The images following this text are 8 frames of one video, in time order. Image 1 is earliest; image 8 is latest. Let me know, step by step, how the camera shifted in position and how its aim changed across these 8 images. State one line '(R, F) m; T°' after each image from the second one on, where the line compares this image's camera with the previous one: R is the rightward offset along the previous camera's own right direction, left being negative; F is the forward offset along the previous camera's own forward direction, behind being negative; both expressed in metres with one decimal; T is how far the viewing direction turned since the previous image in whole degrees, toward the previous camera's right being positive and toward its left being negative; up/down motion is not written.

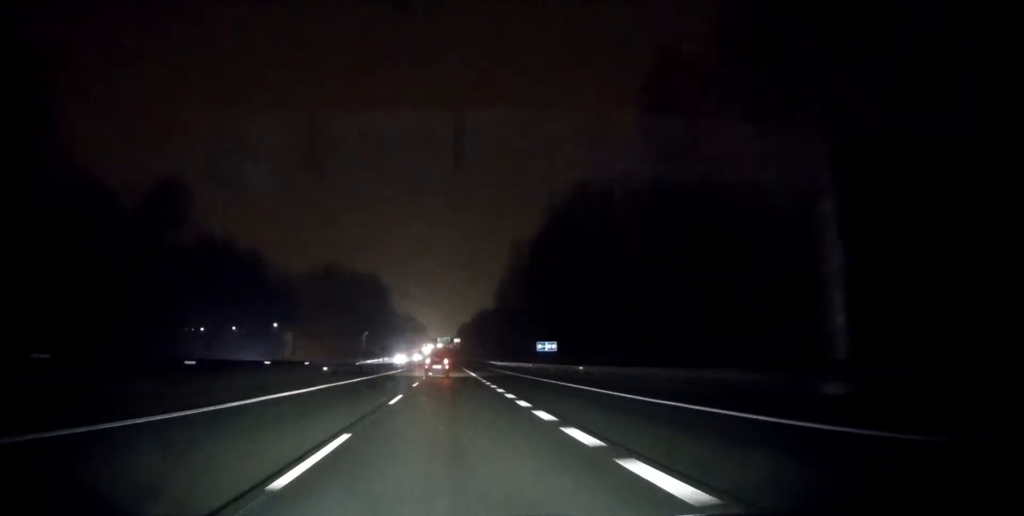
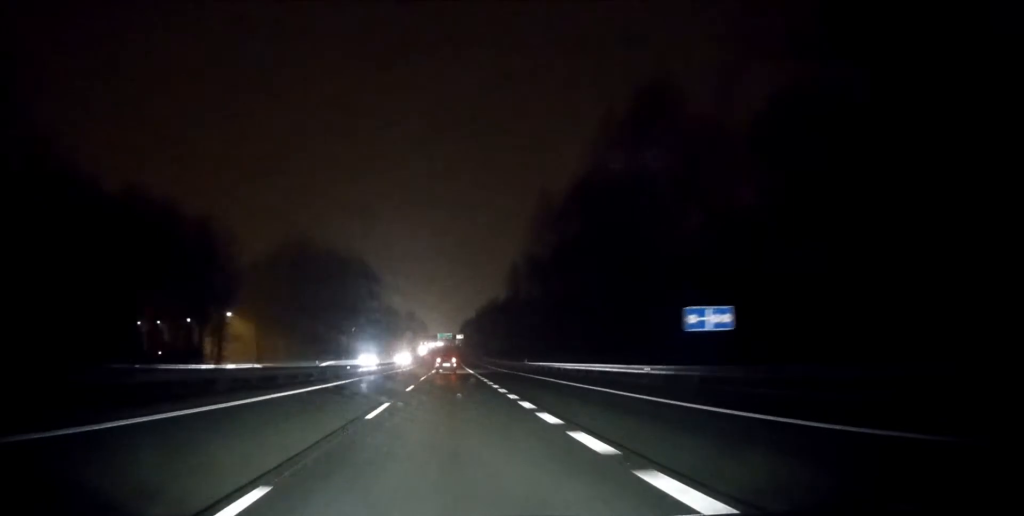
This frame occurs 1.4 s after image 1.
(-0.1, +41.0) m; 0°
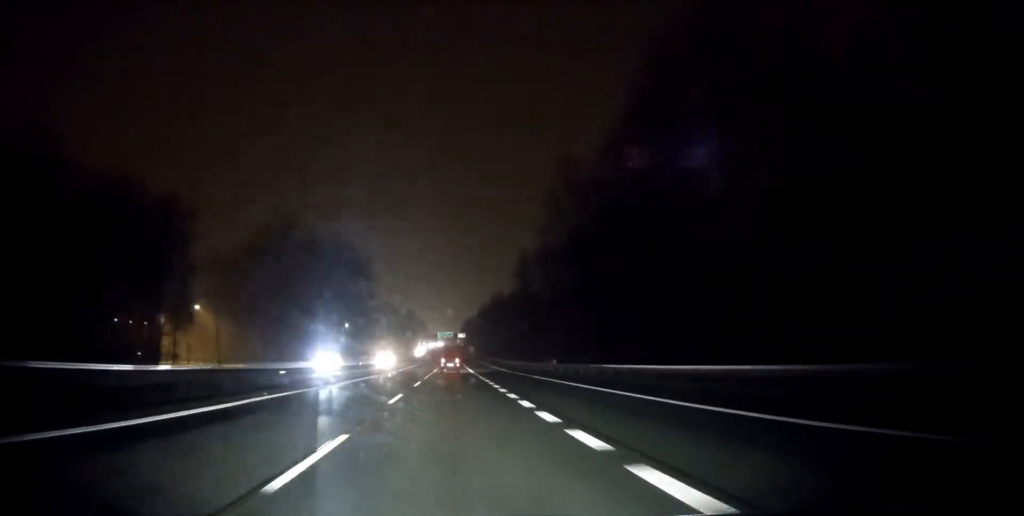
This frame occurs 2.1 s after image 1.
(0.0, +19.6) m; 0°
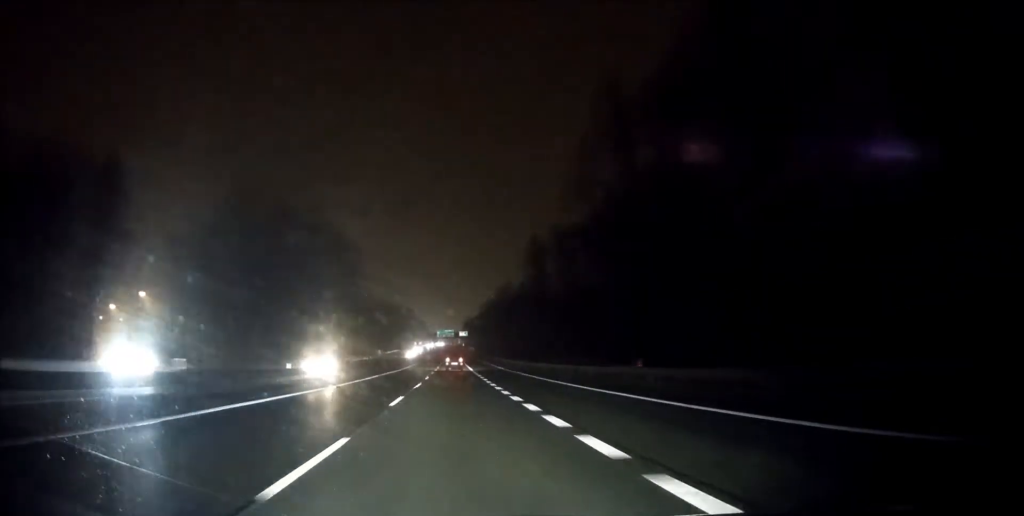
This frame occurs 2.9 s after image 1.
(-0.1, +24.5) m; 0°
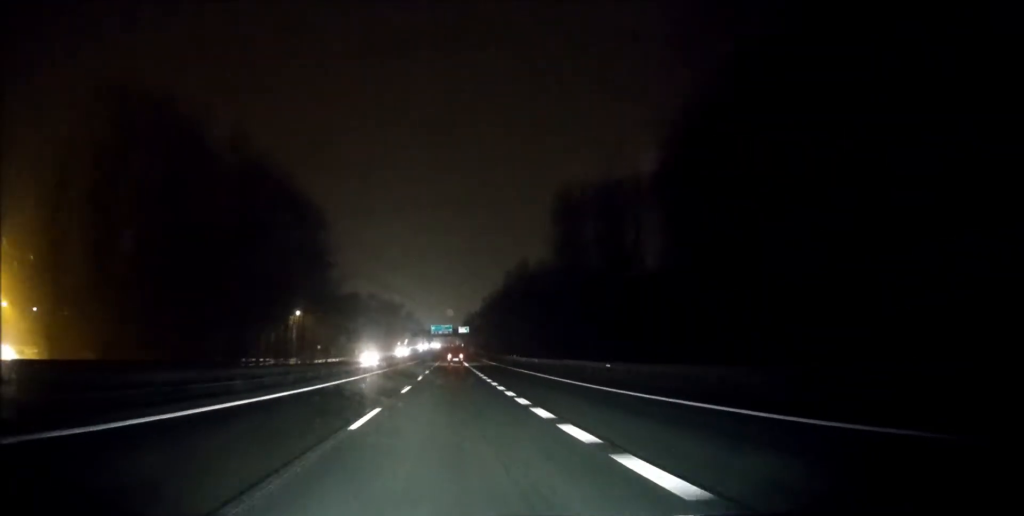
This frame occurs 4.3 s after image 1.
(0.0, +42.4) m; 0°
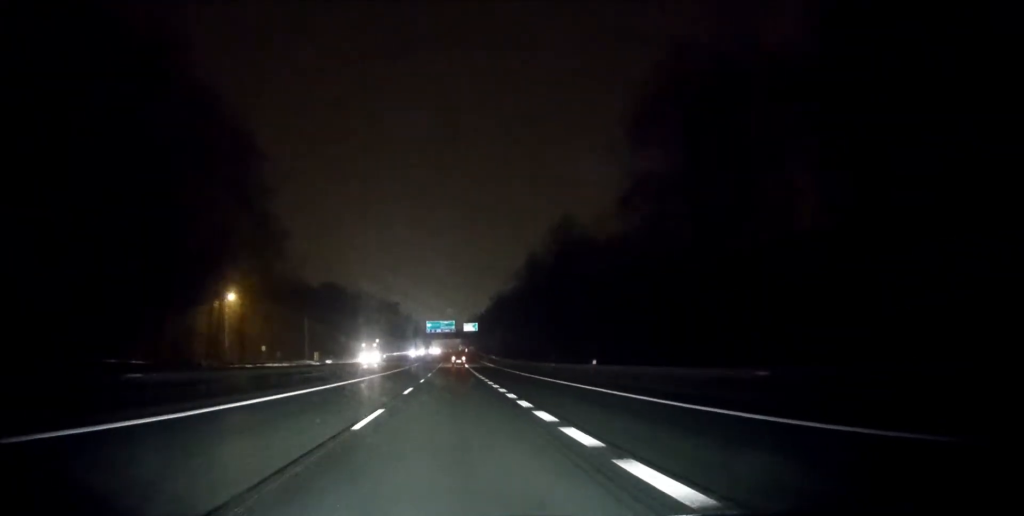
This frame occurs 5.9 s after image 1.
(+0.1, +47.5) m; 0°
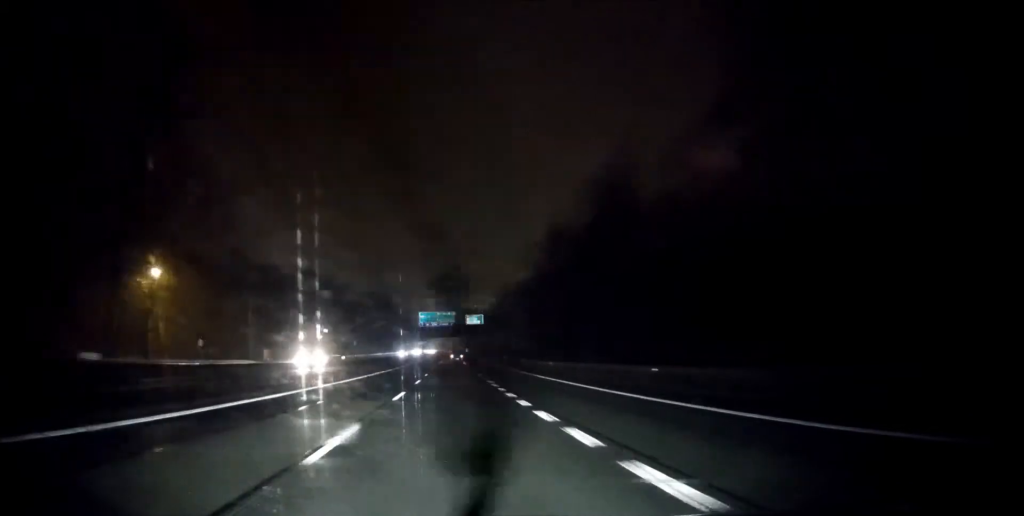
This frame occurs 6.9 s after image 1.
(0.0, +27.9) m; 0°
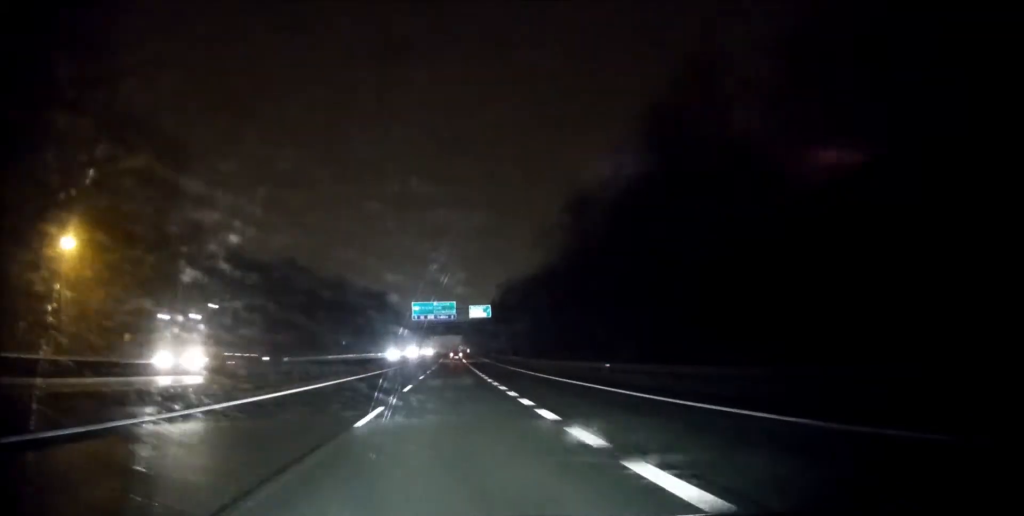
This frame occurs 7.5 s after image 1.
(-0.1, +20.0) m; 0°
